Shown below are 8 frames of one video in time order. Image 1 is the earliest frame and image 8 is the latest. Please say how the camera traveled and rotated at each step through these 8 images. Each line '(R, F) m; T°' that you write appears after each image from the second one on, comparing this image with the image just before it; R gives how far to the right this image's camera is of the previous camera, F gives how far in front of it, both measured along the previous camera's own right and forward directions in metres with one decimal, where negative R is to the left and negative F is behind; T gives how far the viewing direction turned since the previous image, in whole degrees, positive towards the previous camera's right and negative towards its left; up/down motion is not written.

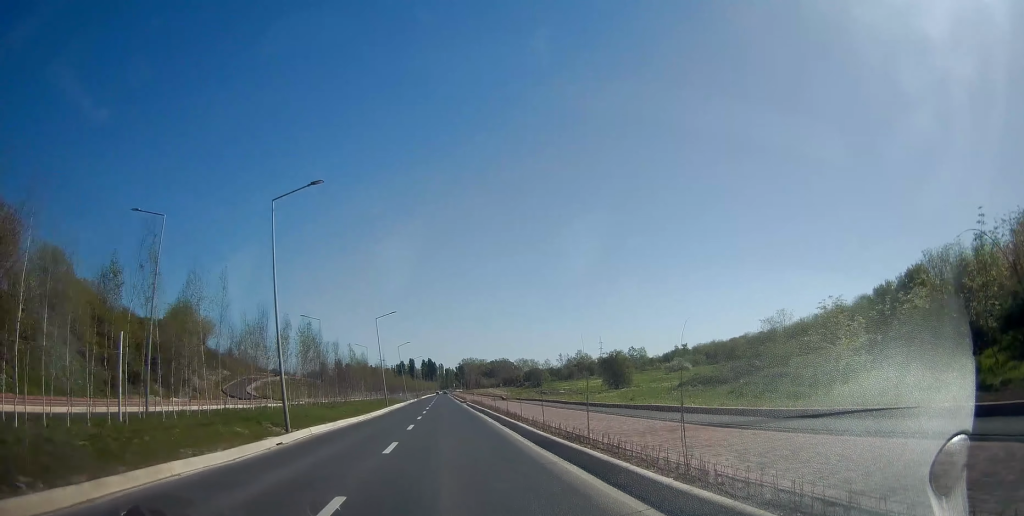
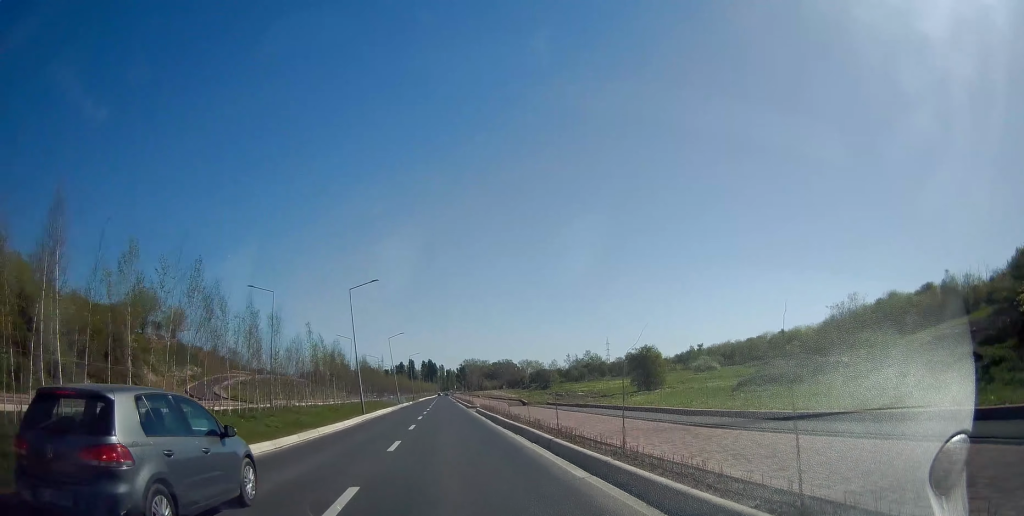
(0.0, +17.1) m; 0°
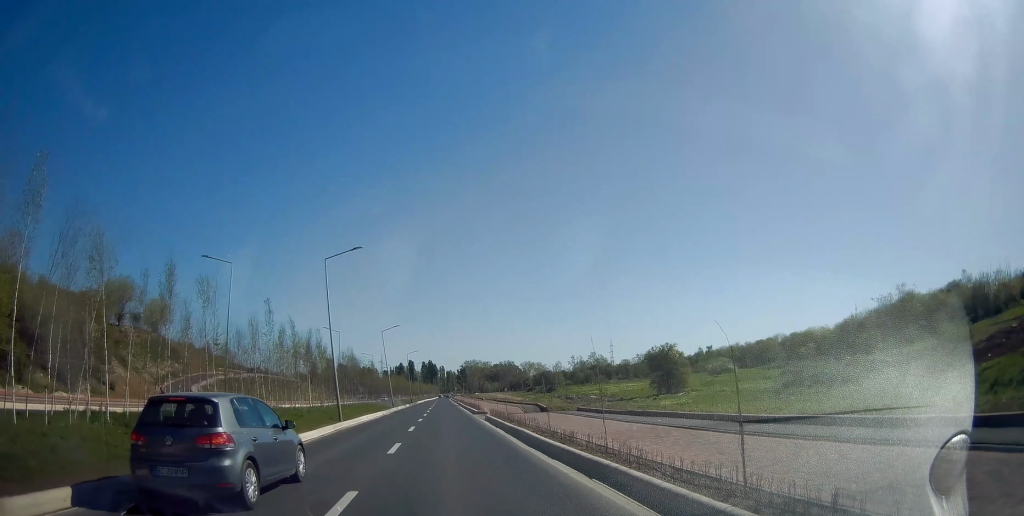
(0.0, +9.1) m; 0°
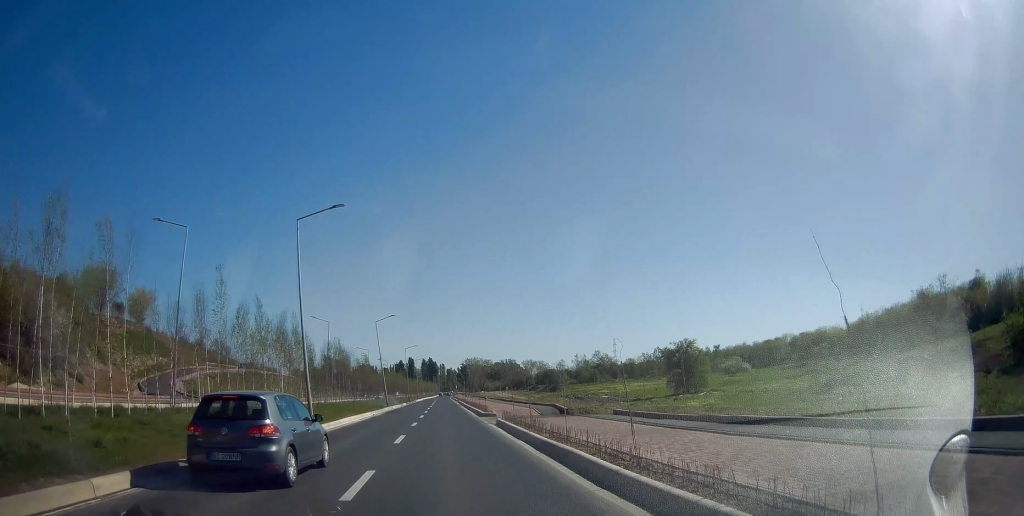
(0.0, +6.9) m; 0°
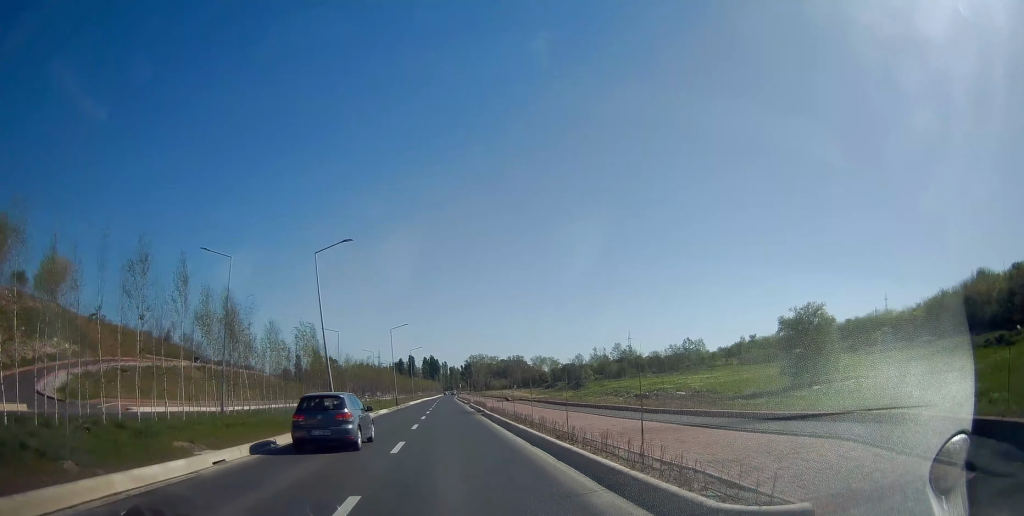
(-0.1, +29.1) m; 0°
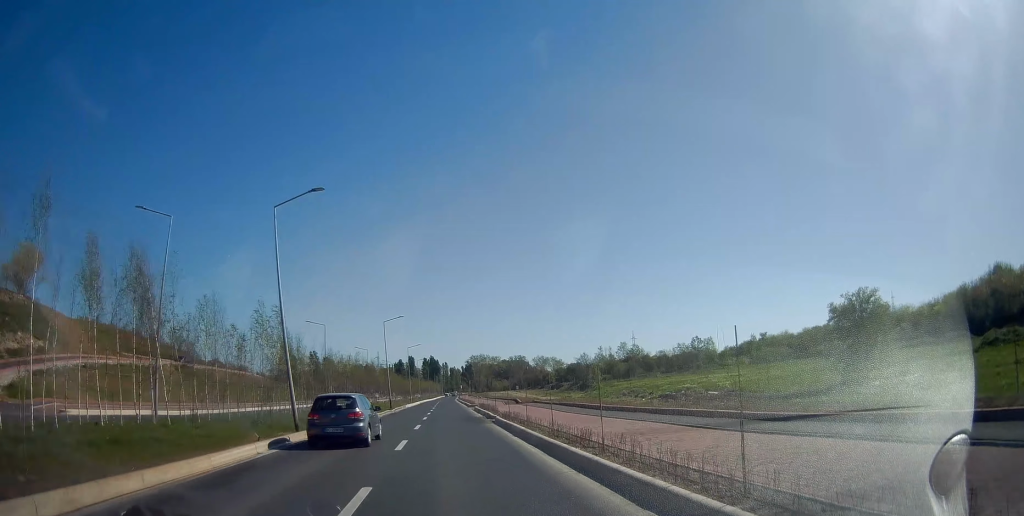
(0.0, +8.0) m; 0°
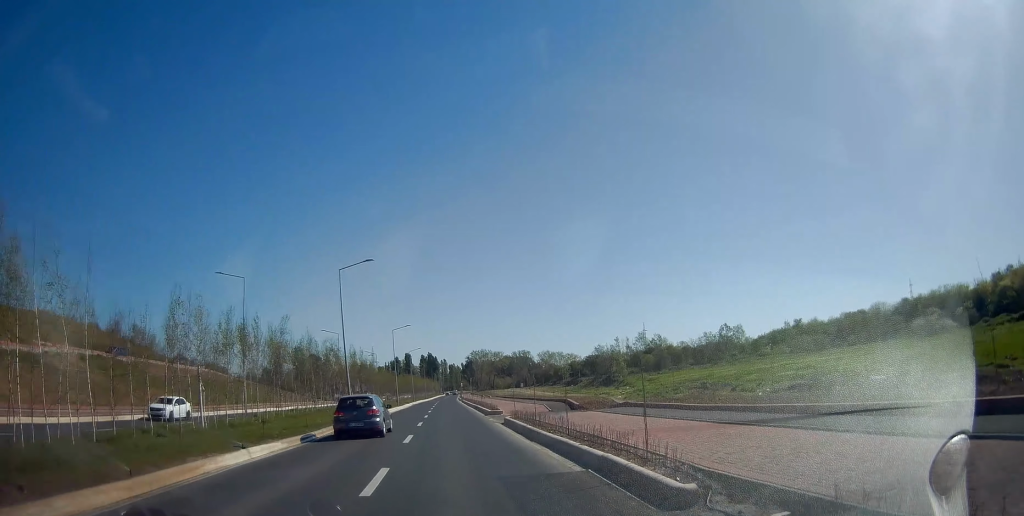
(0.0, +24.8) m; 0°
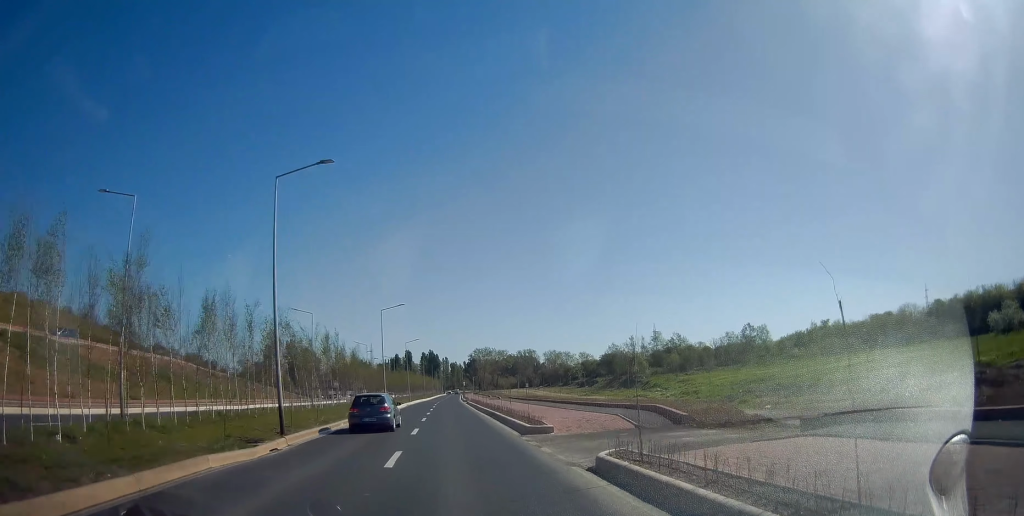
(0.0, +14.9) m; 0°
